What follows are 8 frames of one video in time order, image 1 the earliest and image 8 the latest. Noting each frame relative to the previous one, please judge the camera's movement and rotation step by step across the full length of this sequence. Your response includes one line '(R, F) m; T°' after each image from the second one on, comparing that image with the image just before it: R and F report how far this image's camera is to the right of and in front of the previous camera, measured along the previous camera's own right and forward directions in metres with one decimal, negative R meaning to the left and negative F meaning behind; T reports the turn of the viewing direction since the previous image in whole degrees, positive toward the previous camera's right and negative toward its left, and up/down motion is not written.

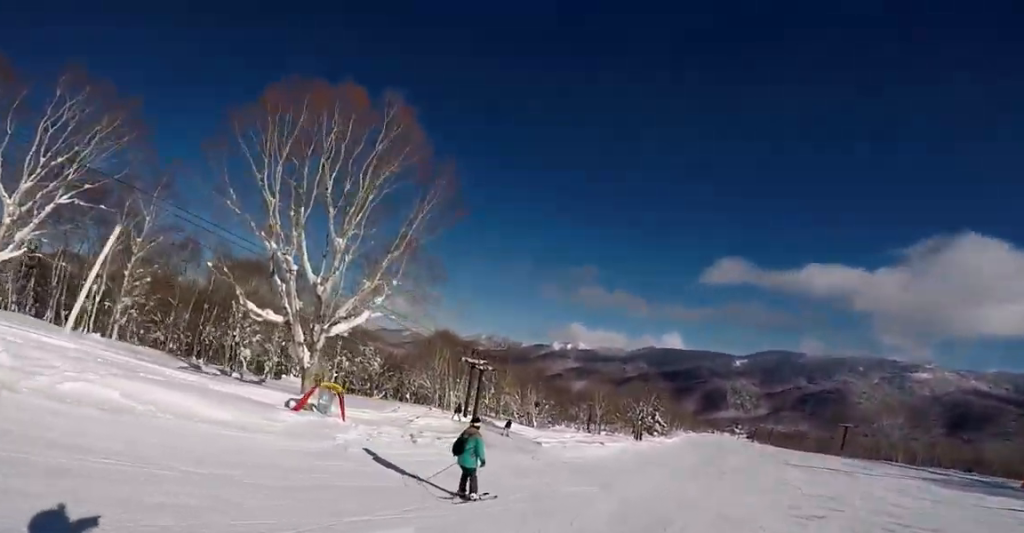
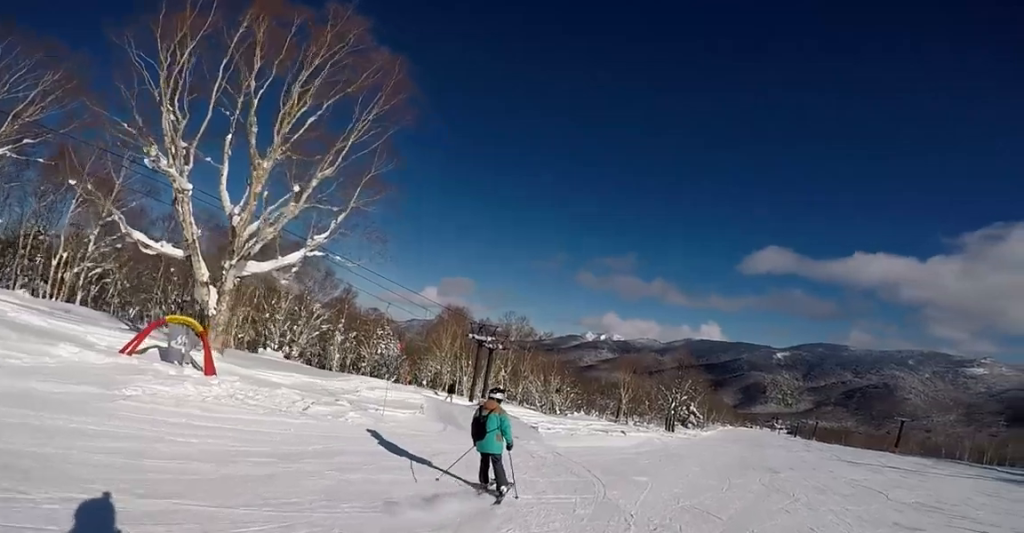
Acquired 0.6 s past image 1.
(-1.2, +3.8) m; -12°
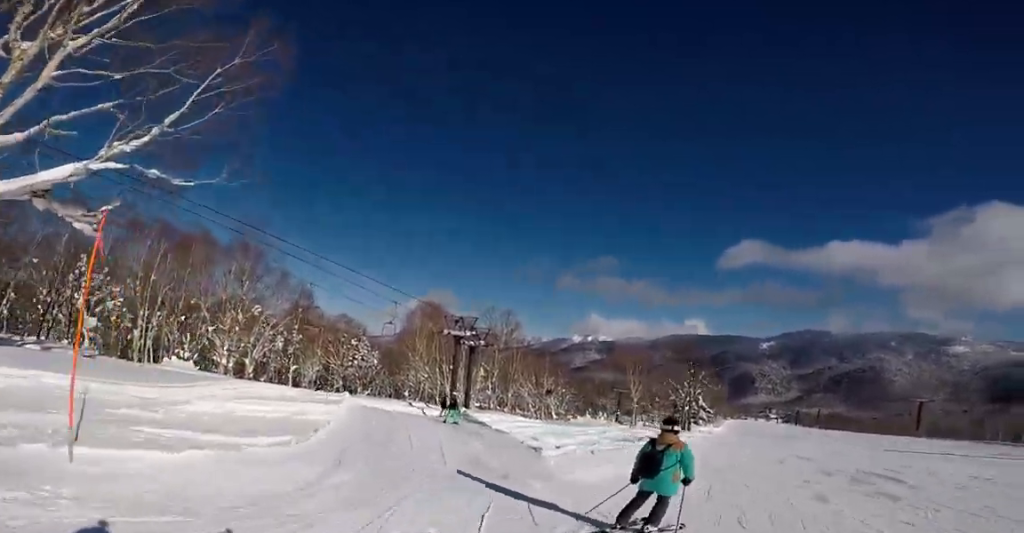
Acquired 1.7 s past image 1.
(+0.1, +5.9) m; +15°
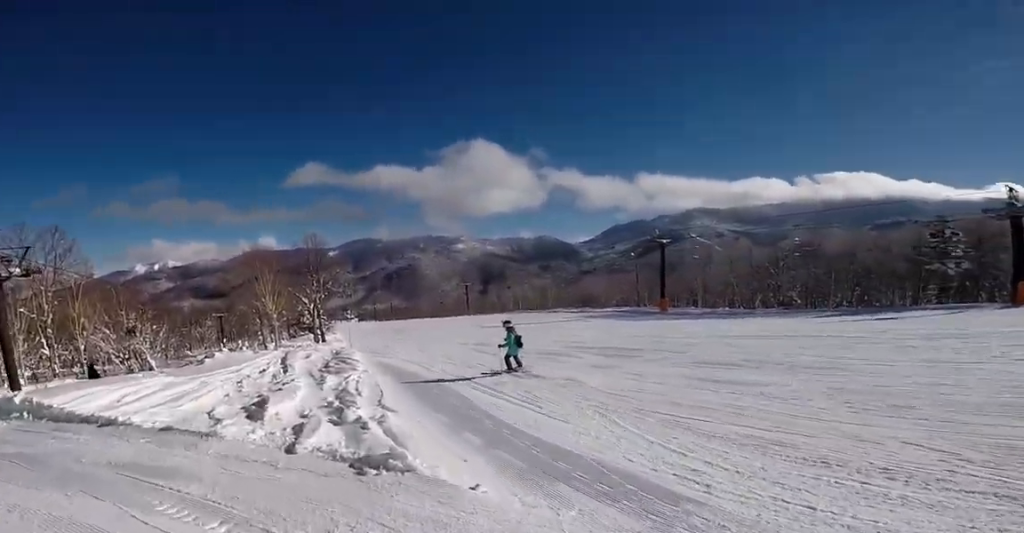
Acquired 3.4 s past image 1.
(+3.6, +4.9) m; +46°
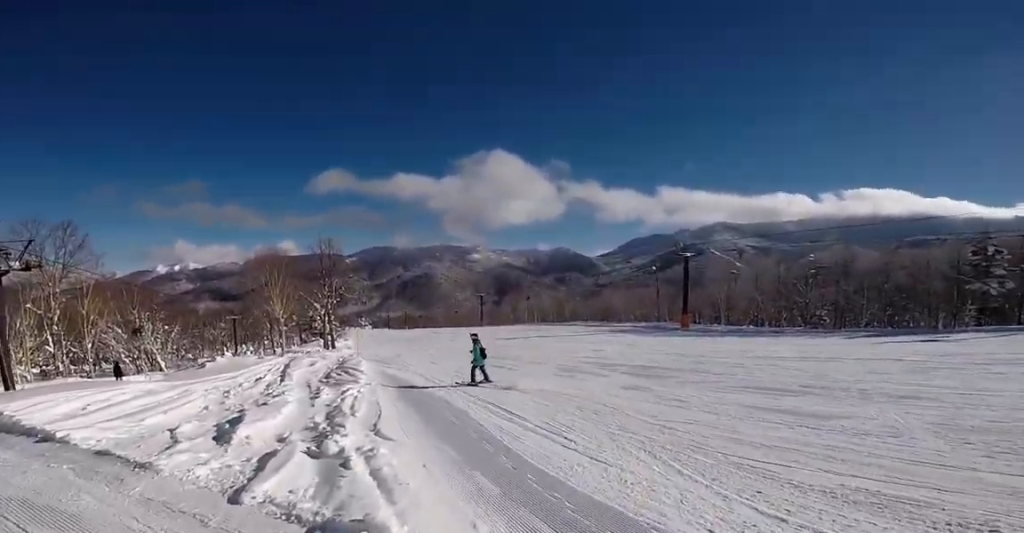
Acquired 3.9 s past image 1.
(+0.2, +1.6) m; 0°
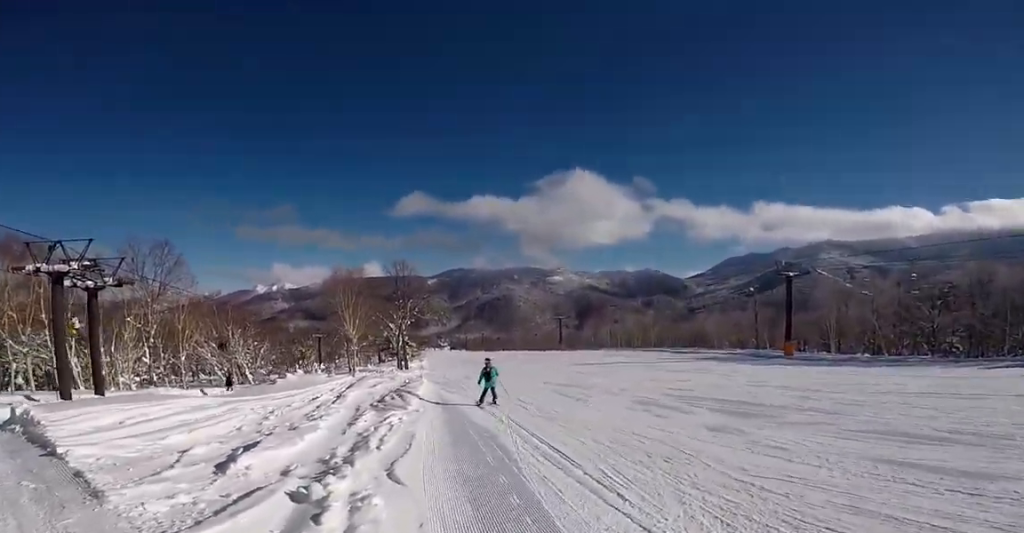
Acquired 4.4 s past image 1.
(-0.3, +1.9) m; -8°
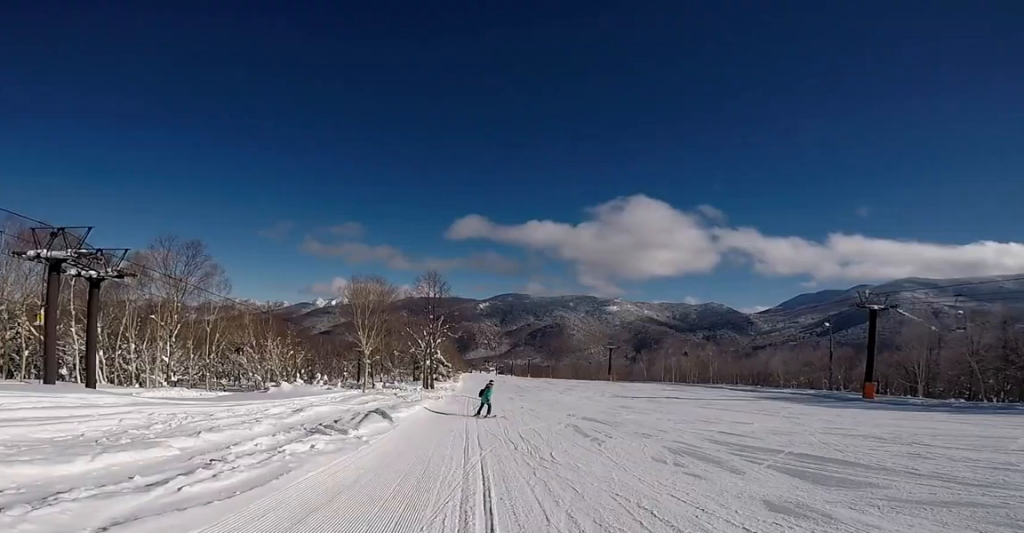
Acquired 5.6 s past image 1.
(-0.8, +5.2) m; -11°
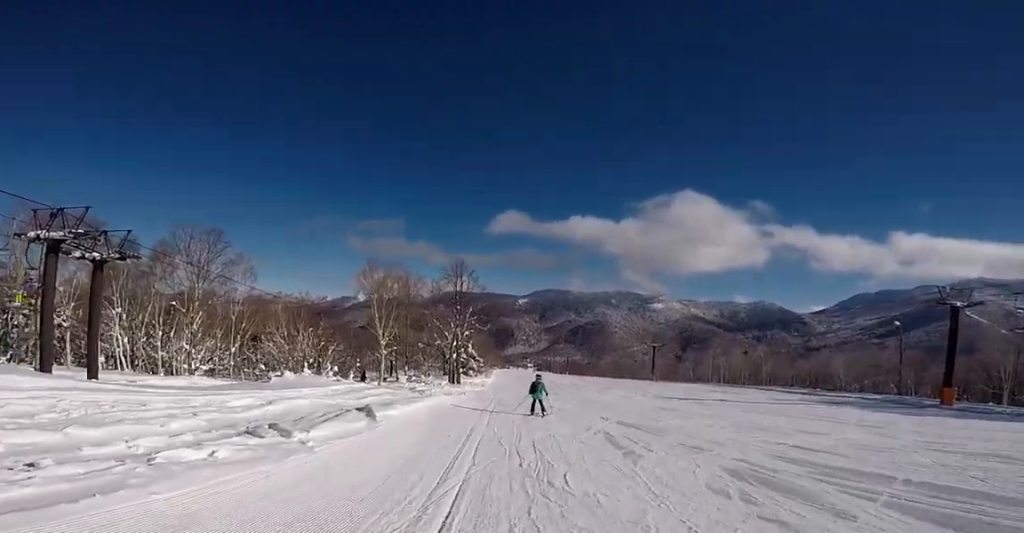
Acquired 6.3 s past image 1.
(0.0, +3.2) m; +2°
